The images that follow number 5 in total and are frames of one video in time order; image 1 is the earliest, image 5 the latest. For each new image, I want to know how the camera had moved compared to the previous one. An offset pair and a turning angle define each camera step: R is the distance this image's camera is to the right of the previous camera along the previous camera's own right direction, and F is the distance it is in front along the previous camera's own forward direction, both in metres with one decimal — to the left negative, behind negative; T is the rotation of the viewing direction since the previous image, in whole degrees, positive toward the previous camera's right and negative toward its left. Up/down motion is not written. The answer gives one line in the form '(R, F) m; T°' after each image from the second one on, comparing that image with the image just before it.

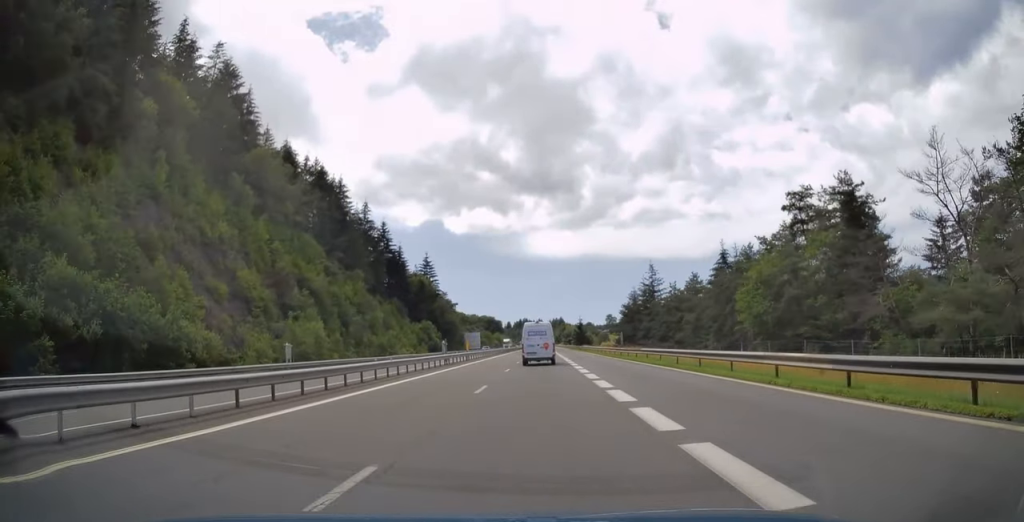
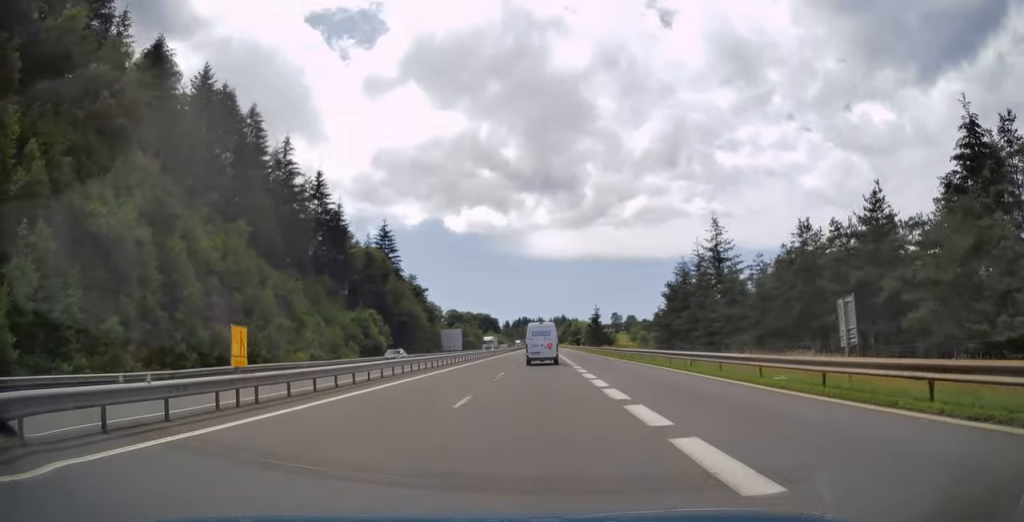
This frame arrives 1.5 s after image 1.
(0.0, +42.7) m; -1°
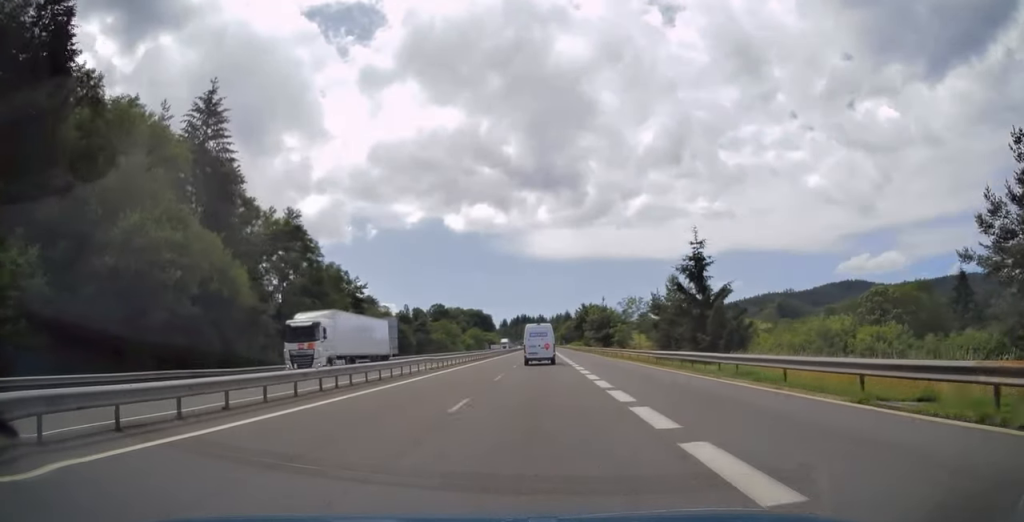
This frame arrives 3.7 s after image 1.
(-0.1, +65.0) m; +1°
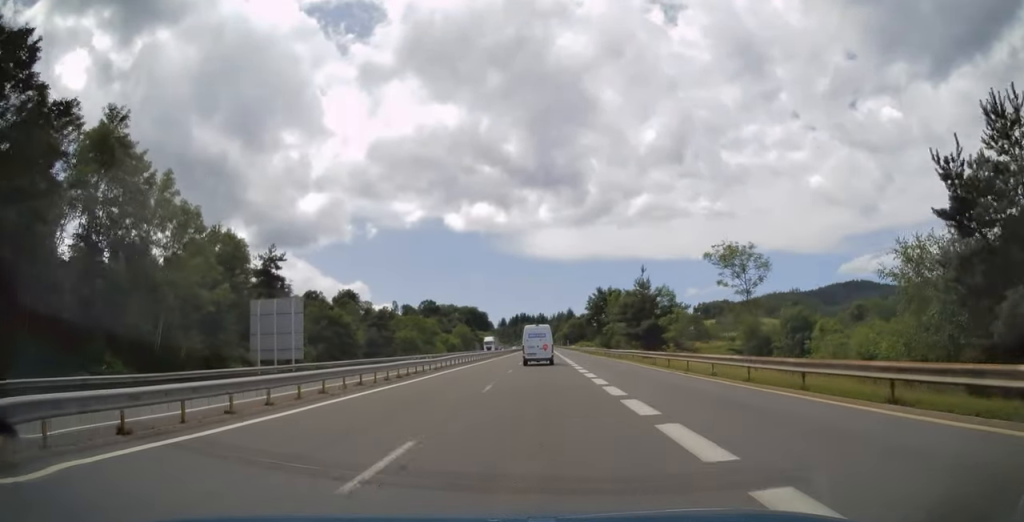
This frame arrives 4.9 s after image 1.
(0.0, +32.5) m; 0°
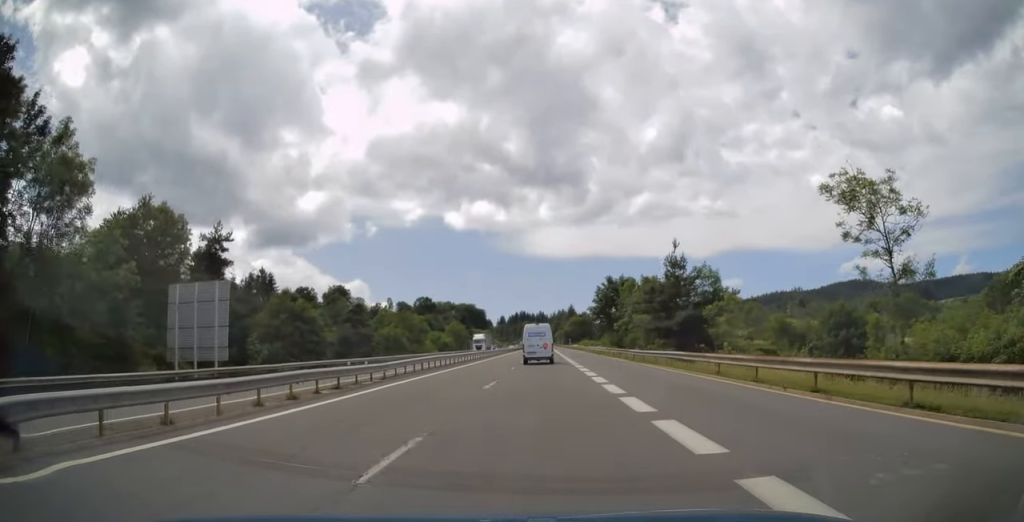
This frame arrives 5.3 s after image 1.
(0.0, +12.5) m; 0°
